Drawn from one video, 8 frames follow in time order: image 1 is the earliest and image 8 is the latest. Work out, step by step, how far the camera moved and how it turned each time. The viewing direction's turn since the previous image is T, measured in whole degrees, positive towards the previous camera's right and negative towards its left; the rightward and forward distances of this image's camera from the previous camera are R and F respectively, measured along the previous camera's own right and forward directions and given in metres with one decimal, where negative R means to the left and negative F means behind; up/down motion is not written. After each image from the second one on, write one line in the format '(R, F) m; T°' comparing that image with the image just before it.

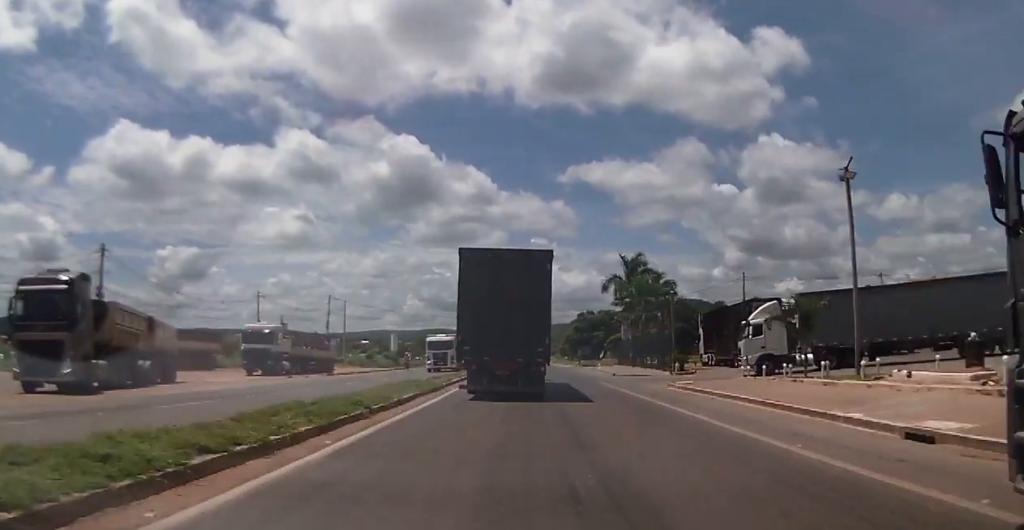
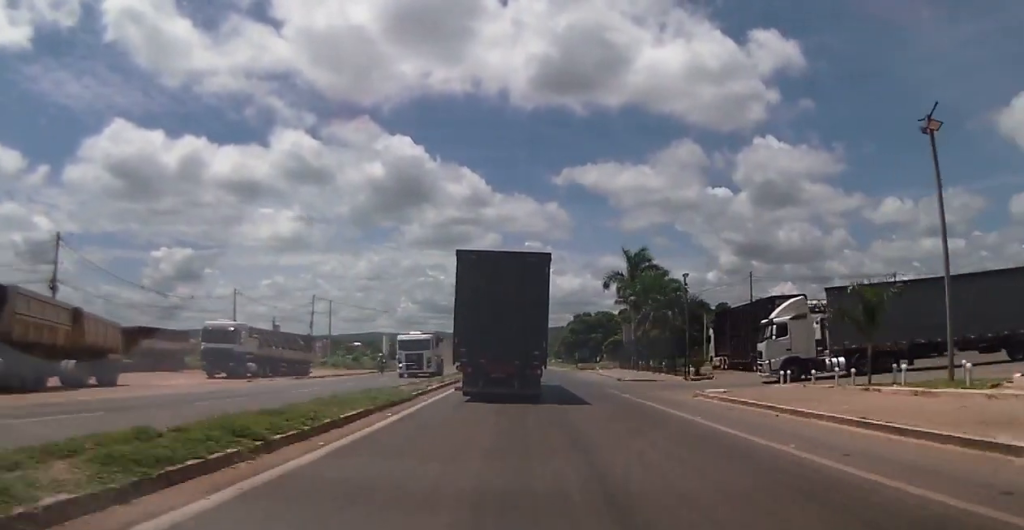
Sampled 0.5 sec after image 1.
(+0.3, +5.6) m; -1°
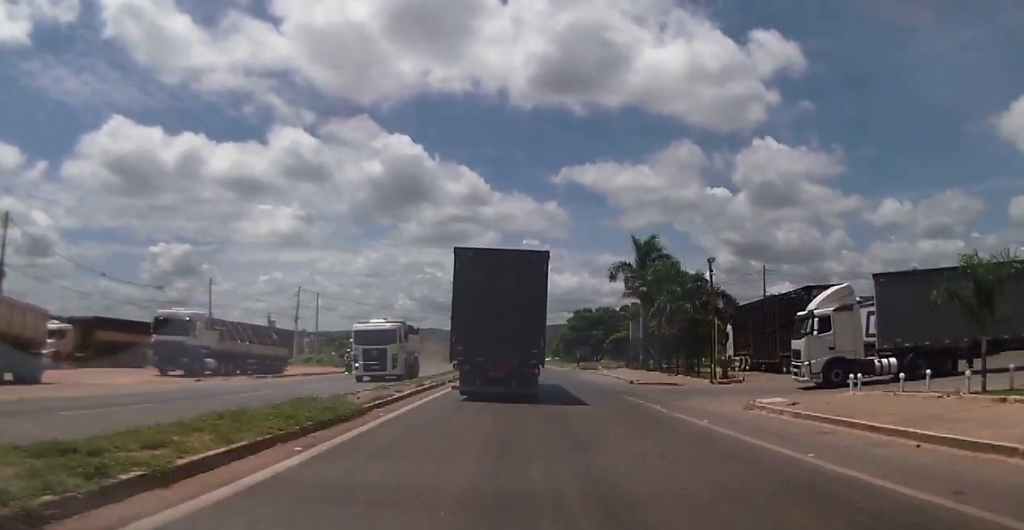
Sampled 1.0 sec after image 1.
(+0.4, +6.0) m; -1°
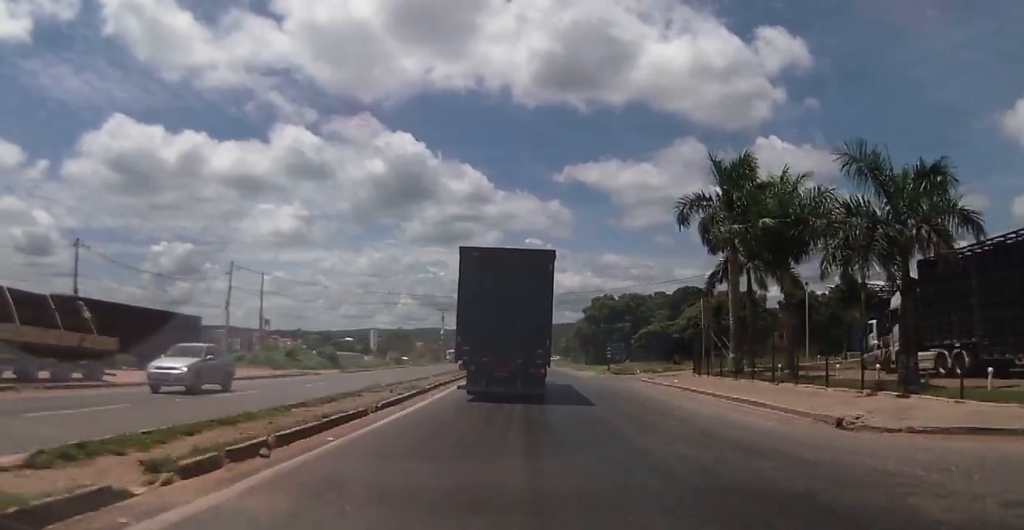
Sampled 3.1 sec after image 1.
(0.0, +25.1) m; +2°
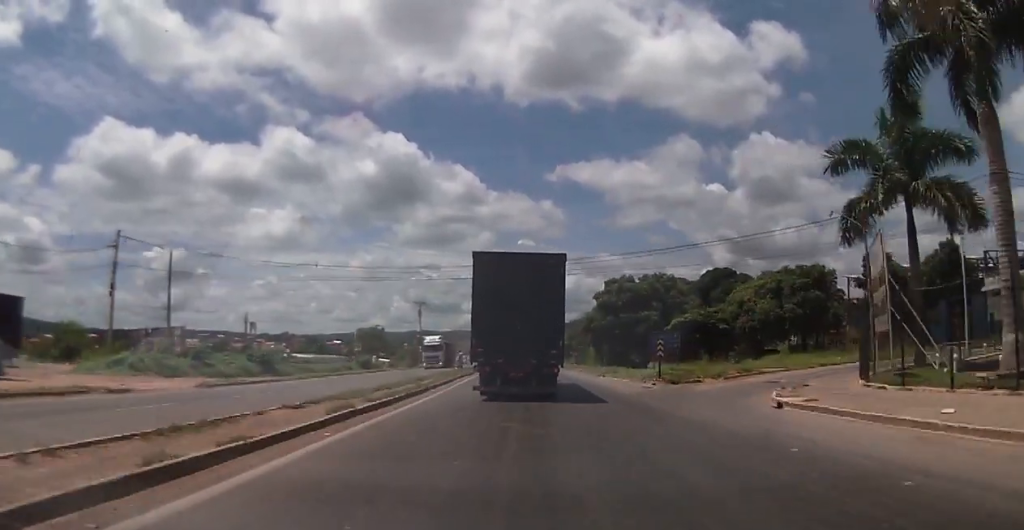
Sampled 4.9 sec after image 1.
(-1.0, +22.0) m; -2°
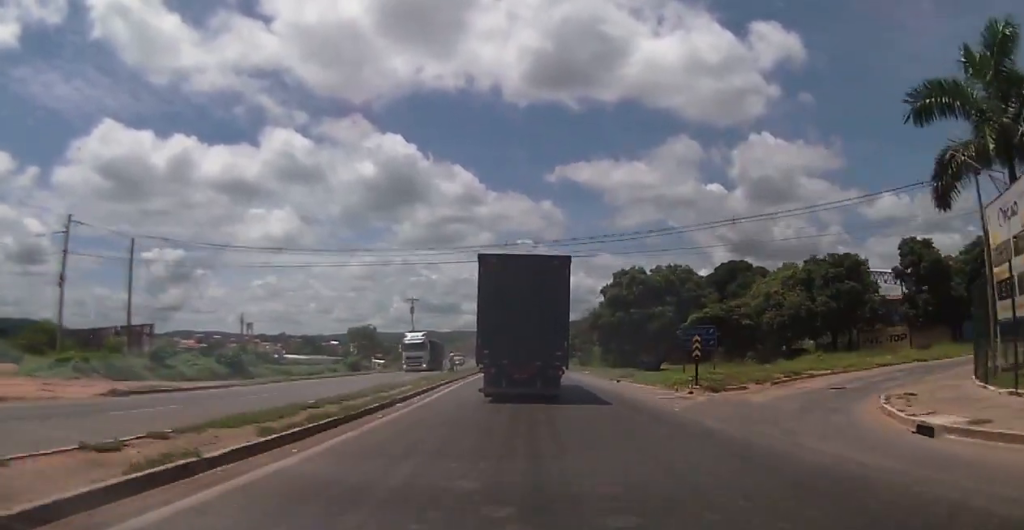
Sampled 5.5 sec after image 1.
(+0.1, +7.0) m; 0°
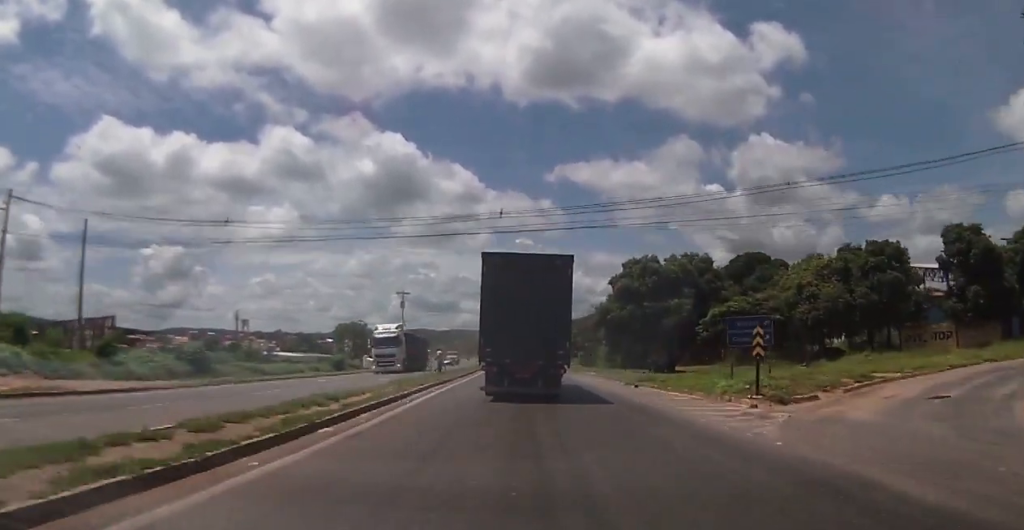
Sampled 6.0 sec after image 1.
(0.0, +7.1) m; 0°
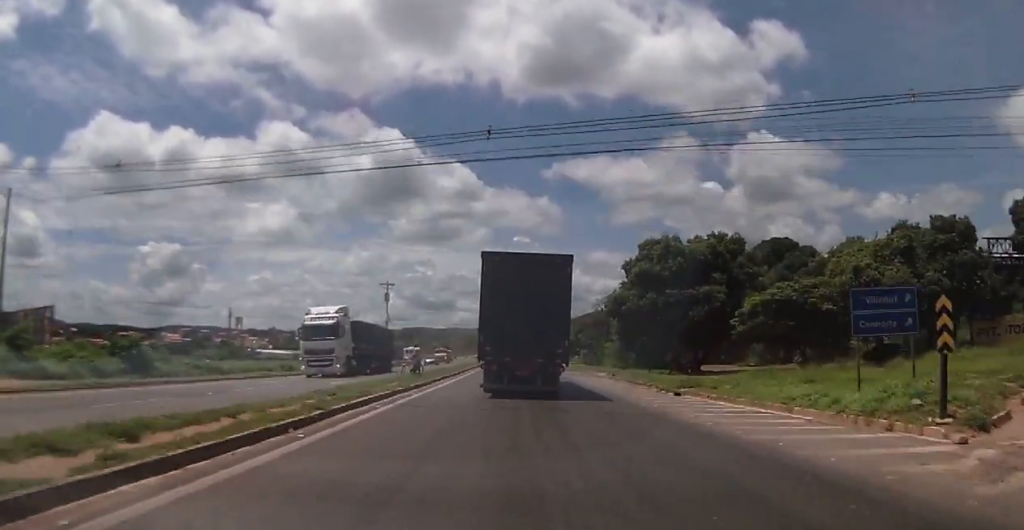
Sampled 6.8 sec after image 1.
(0.0, +9.3) m; 0°
